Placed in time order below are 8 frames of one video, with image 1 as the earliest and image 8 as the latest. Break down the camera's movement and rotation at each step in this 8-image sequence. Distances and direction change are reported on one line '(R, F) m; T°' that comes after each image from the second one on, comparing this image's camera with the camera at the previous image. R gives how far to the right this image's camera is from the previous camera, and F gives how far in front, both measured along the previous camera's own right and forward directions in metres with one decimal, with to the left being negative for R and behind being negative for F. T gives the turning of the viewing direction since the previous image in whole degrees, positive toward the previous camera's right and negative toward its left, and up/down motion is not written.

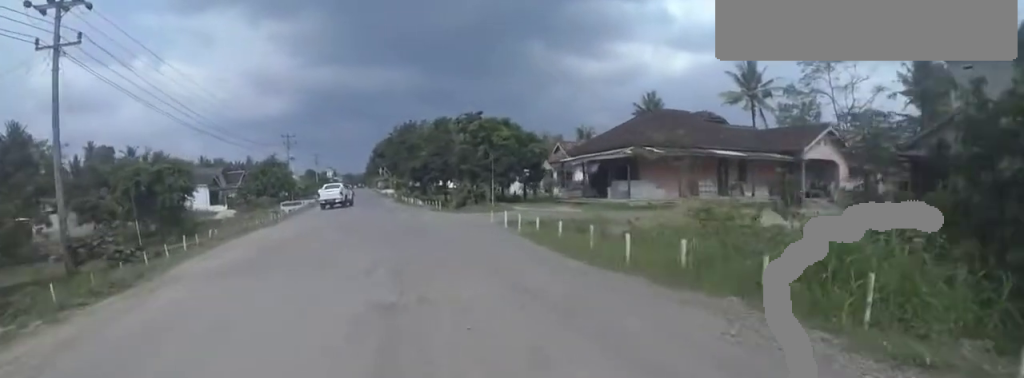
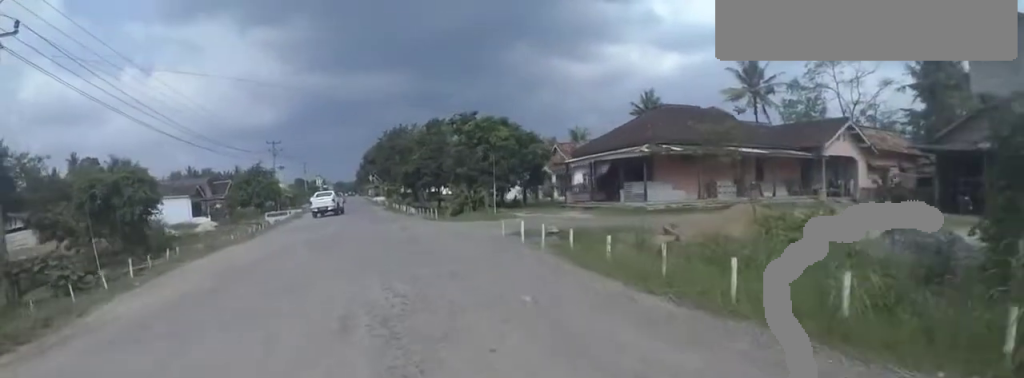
(0.0, +2.2) m; 0°
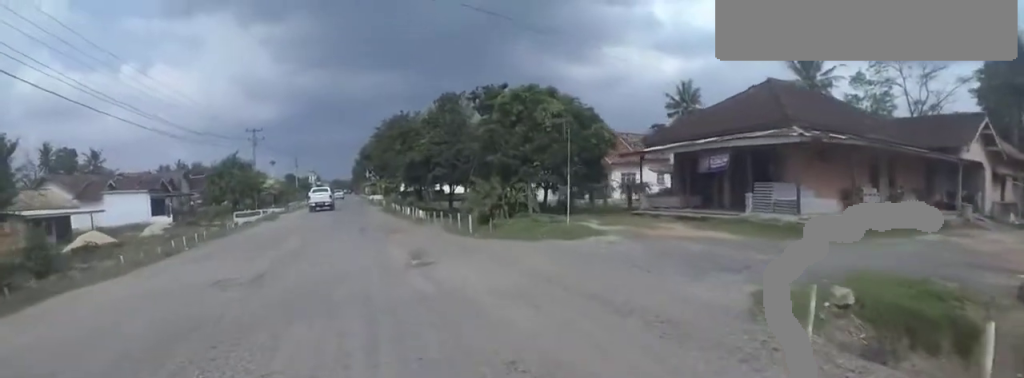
(0.0, +8.7) m; 0°
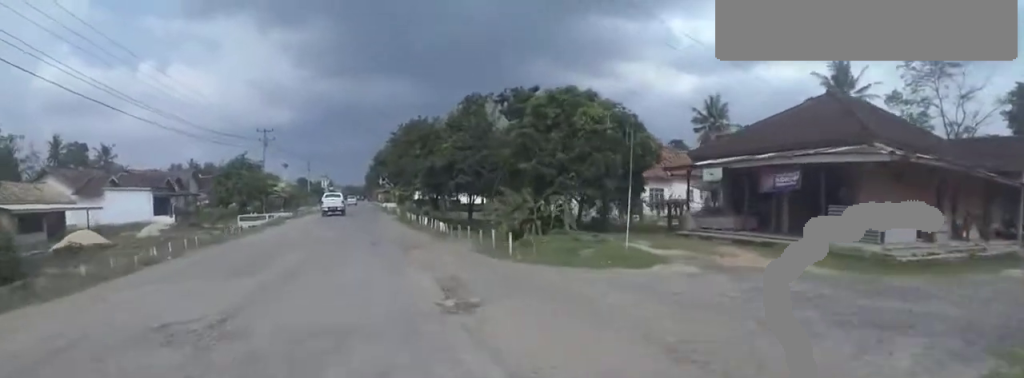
(0.0, +2.4) m; 0°
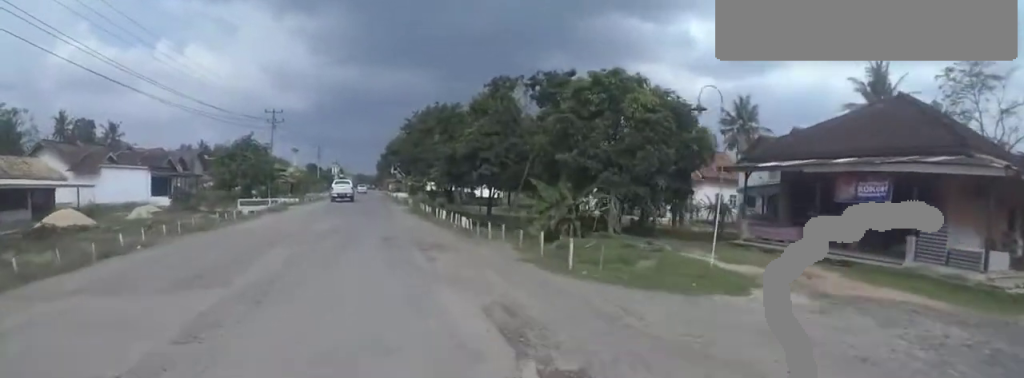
(0.0, +2.5) m; 0°
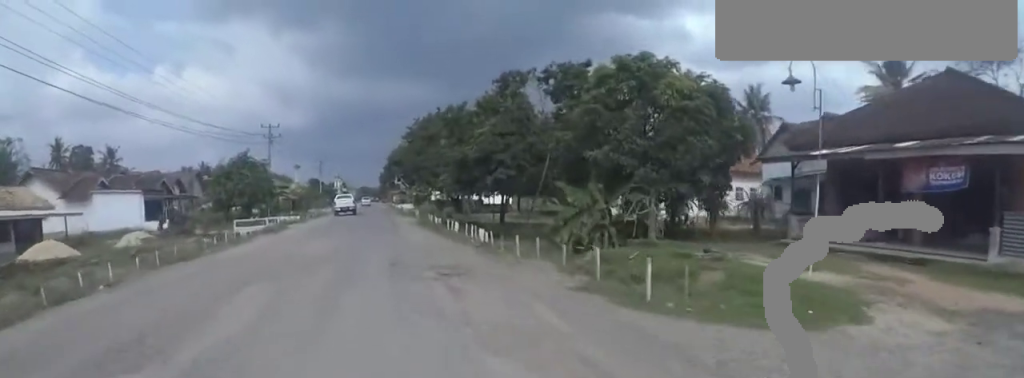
(0.0, +2.0) m; 0°
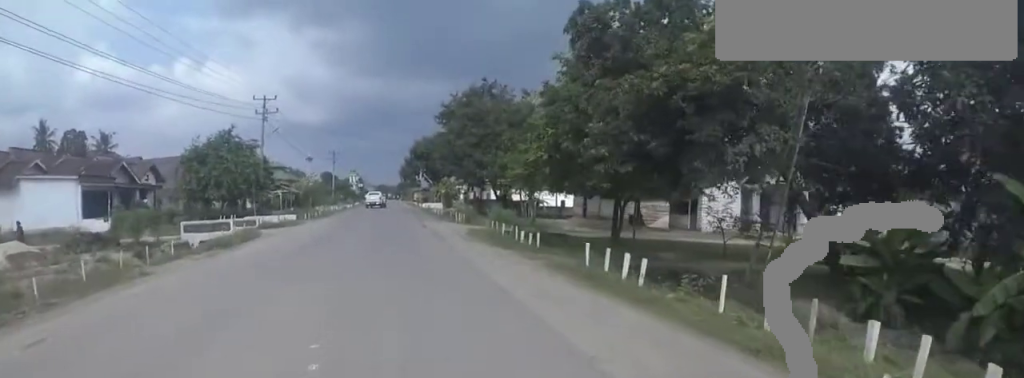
(0.0, +10.7) m; 0°
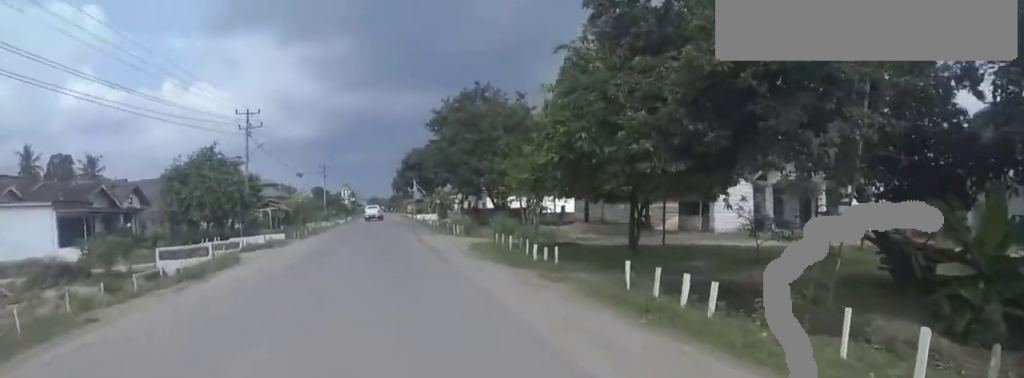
(0.0, +1.8) m; 0°
